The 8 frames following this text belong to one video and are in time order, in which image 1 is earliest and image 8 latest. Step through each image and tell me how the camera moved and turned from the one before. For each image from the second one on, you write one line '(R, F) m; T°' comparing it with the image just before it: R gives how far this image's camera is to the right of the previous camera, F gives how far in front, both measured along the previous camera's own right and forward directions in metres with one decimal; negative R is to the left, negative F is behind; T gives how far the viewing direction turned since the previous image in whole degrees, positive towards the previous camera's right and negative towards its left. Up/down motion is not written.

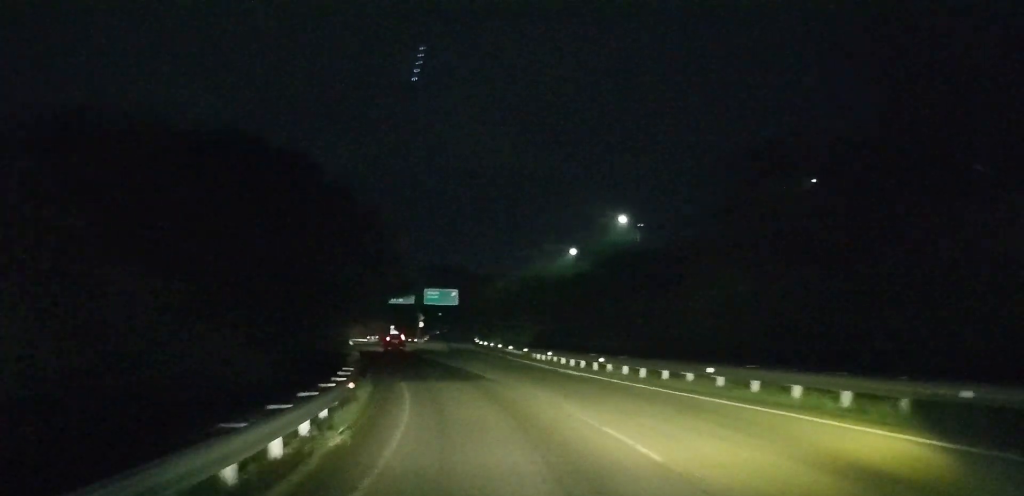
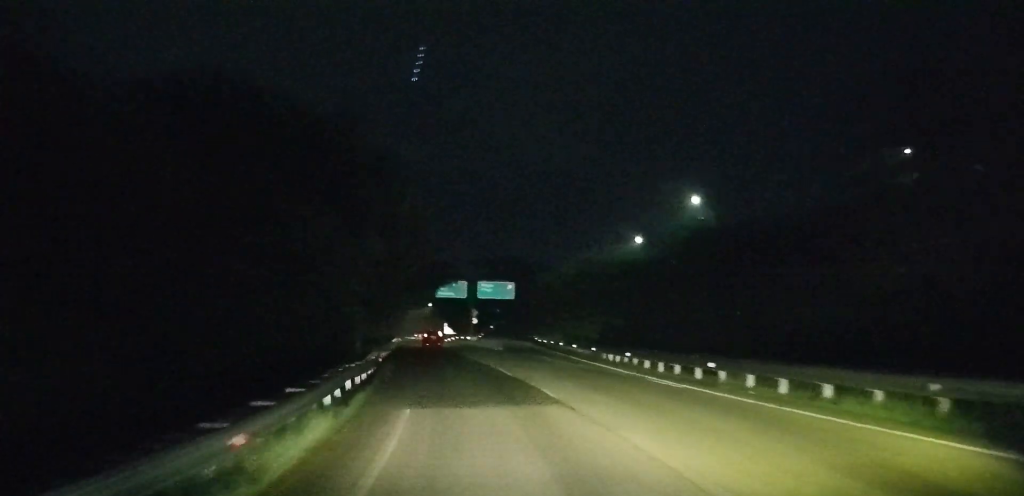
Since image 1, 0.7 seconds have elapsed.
(-0.6, +9.5) m; -6°
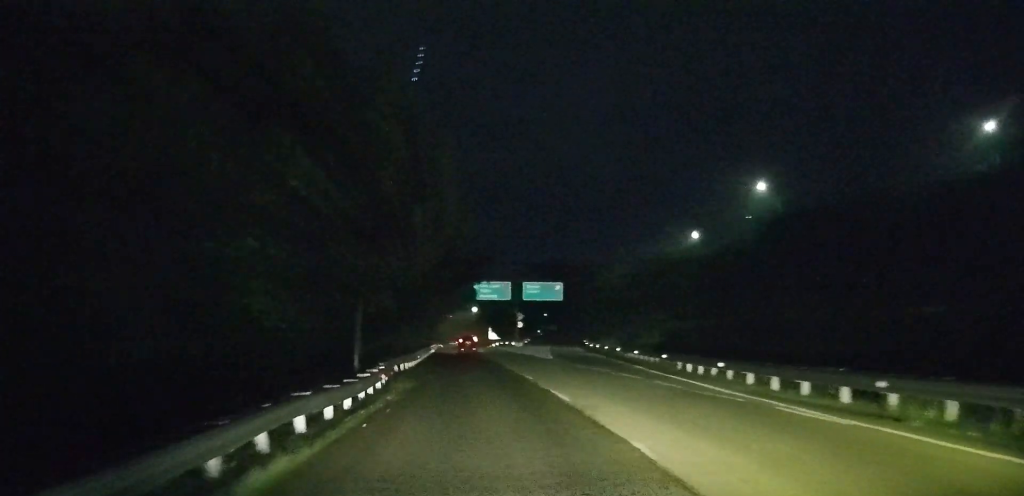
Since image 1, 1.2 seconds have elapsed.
(-0.2, +7.5) m; -4°
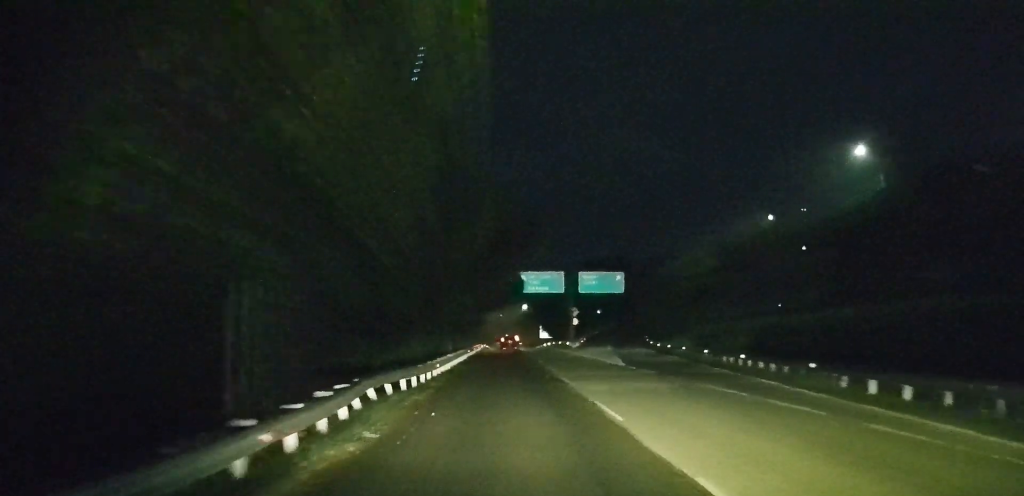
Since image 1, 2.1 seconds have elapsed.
(-0.6, +12.4) m; -4°
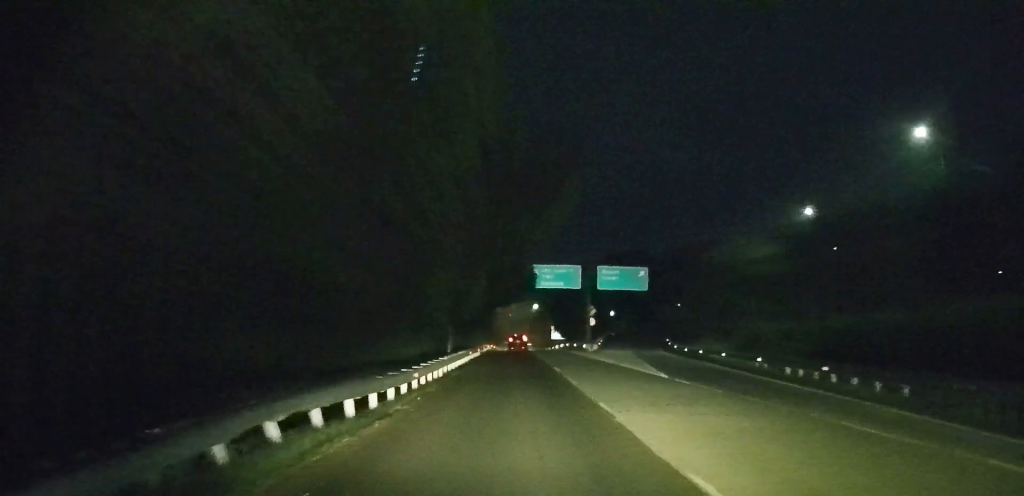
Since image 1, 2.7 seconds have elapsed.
(-0.2, +7.8) m; -2°
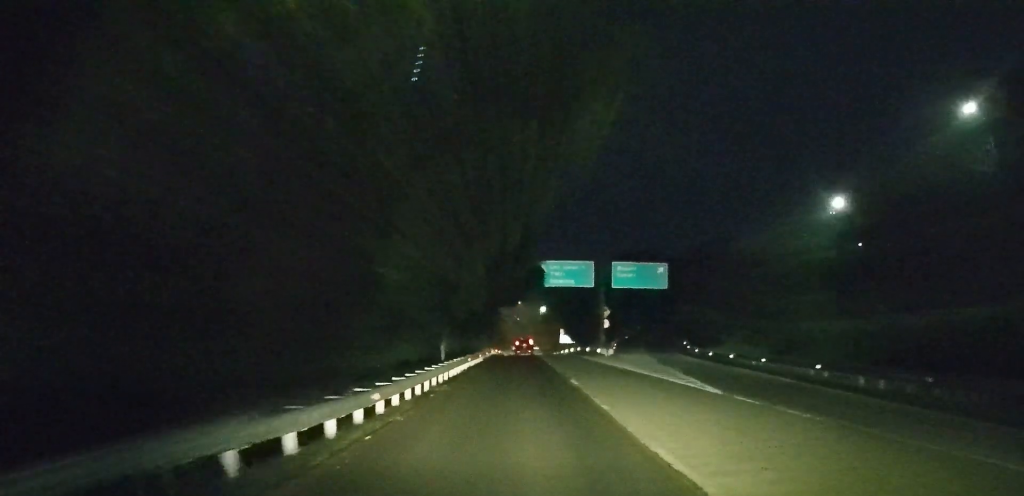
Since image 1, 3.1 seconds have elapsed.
(-0.1, +6.0) m; -1°
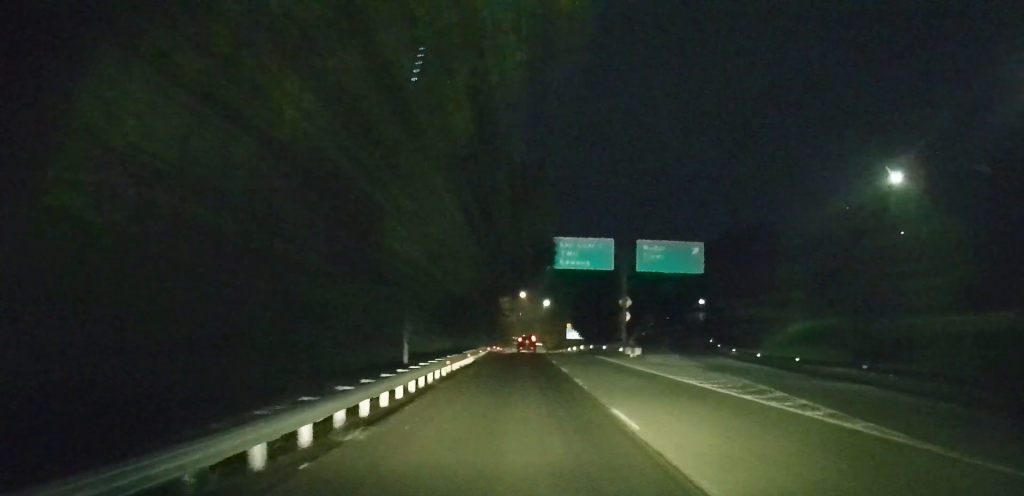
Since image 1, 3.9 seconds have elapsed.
(-0.1, +11.2) m; 0°
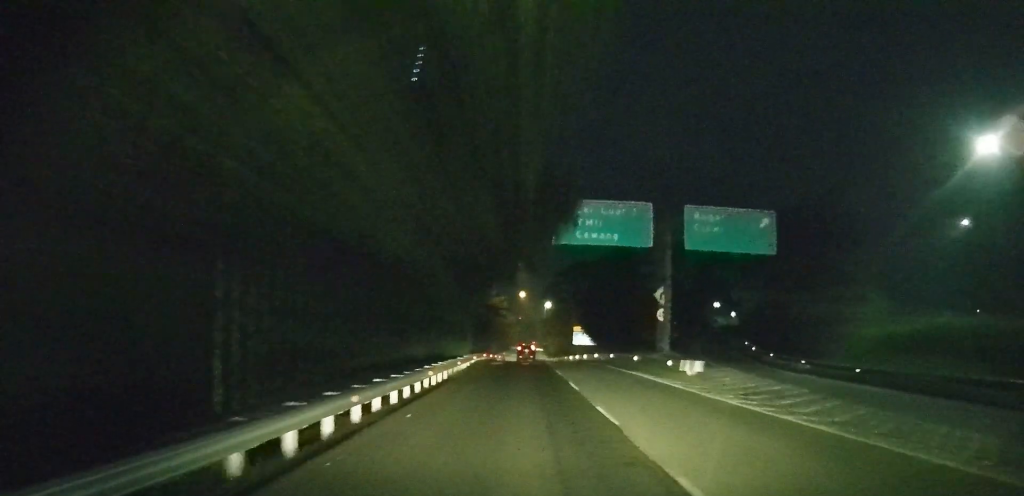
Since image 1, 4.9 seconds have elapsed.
(0.0, +13.9) m; 0°
